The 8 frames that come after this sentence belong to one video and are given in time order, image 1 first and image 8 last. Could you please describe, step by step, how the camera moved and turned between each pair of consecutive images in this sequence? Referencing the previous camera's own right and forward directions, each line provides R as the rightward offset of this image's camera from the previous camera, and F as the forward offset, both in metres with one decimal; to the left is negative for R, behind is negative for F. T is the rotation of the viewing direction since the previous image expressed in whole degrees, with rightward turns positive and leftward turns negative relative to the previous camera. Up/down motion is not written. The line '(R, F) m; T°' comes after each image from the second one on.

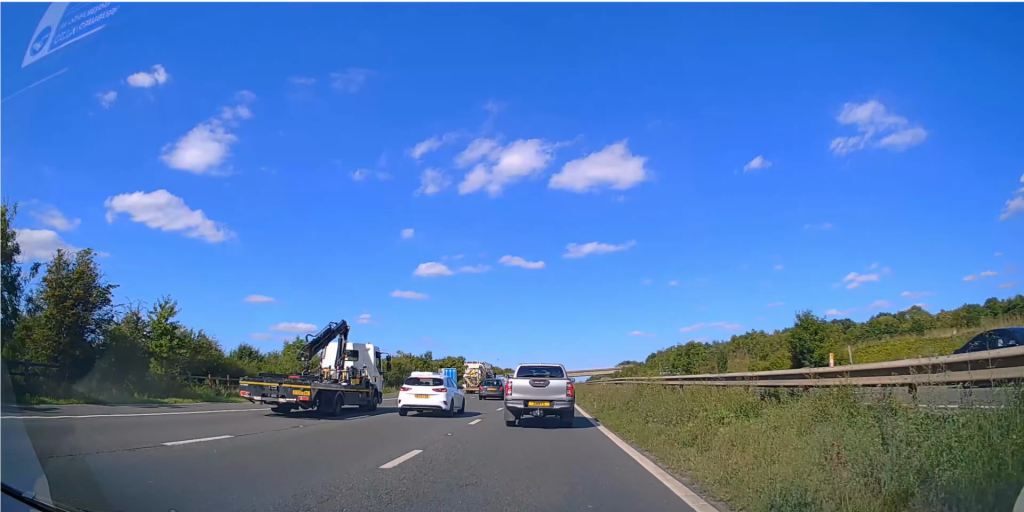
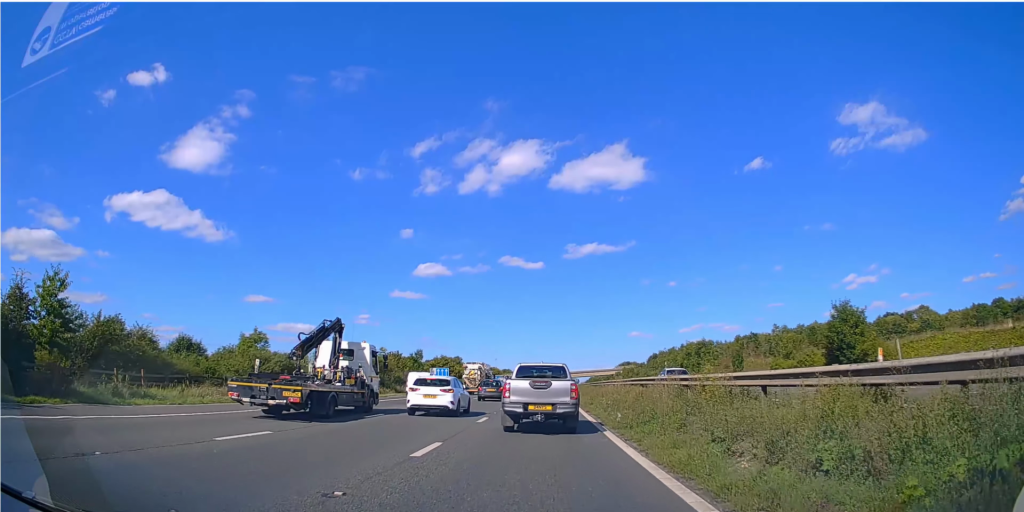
(-0.1, +7.2) m; +1°
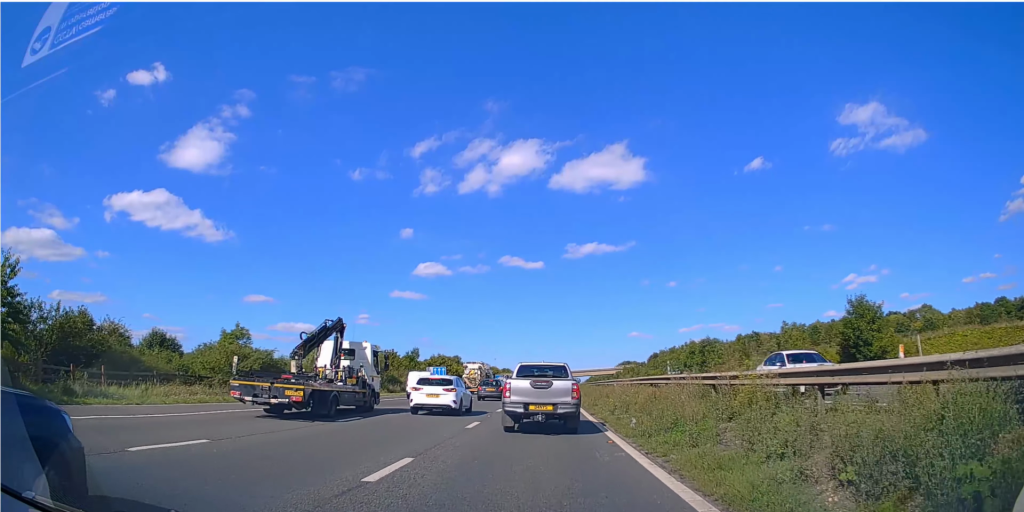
(0.0, +2.2) m; +1°
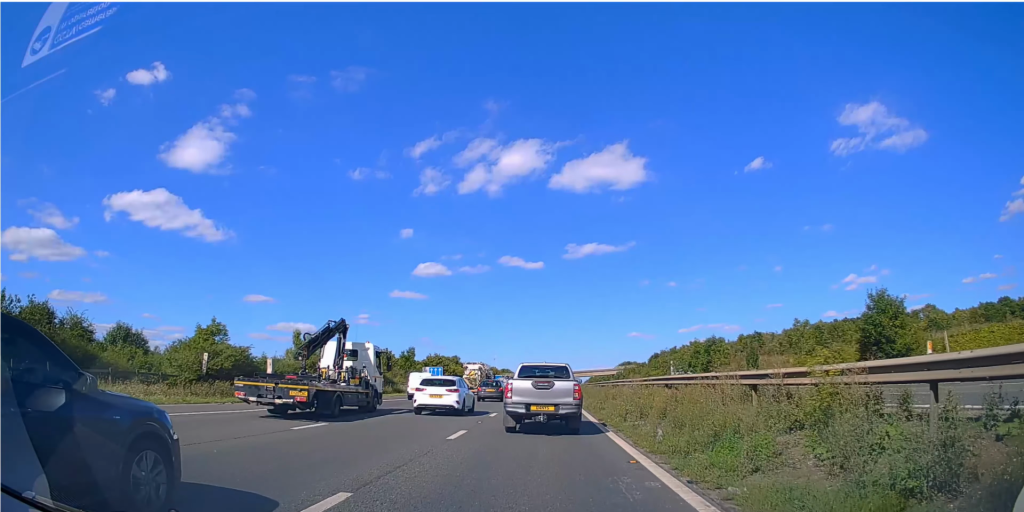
(+0.1, +2.3) m; 0°
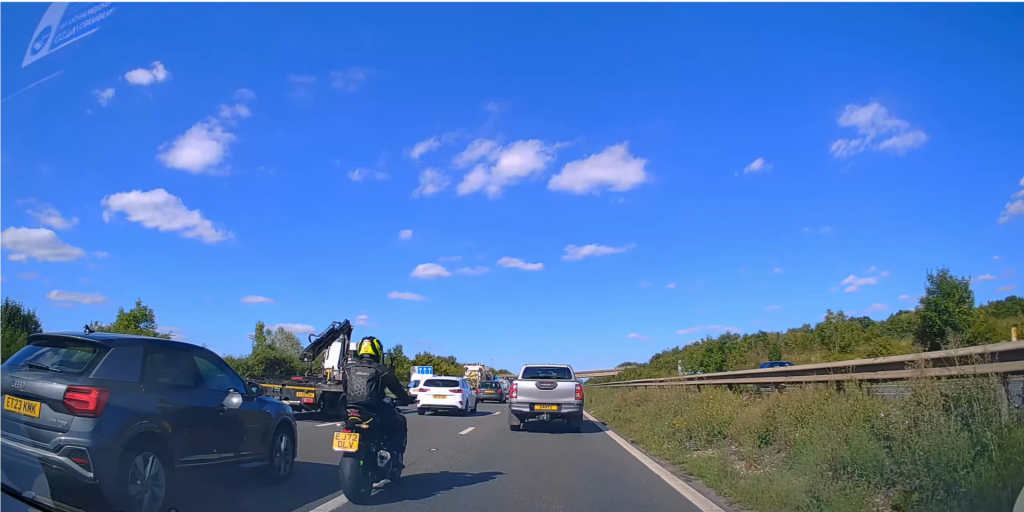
(-0.2, +7.3) m; -2°
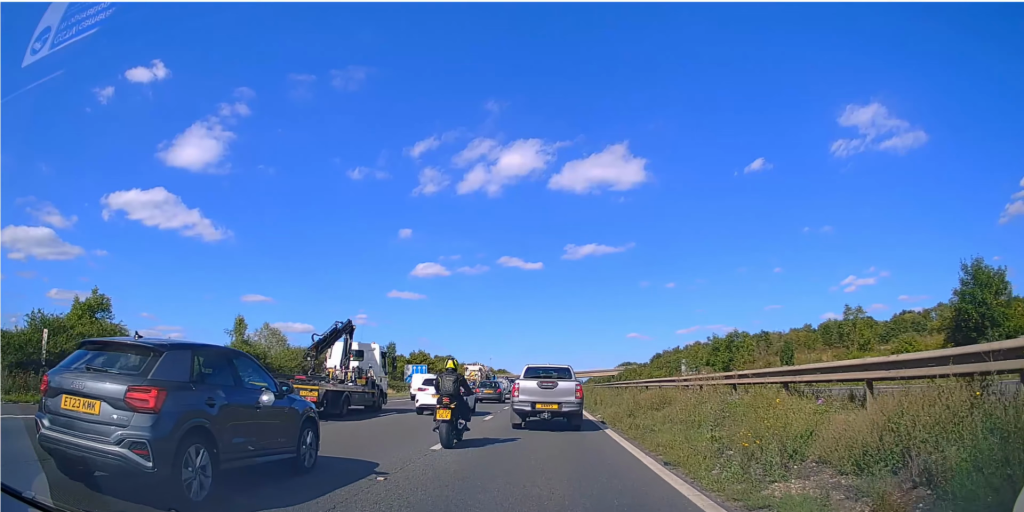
(0.0, +3.7) m; +1°
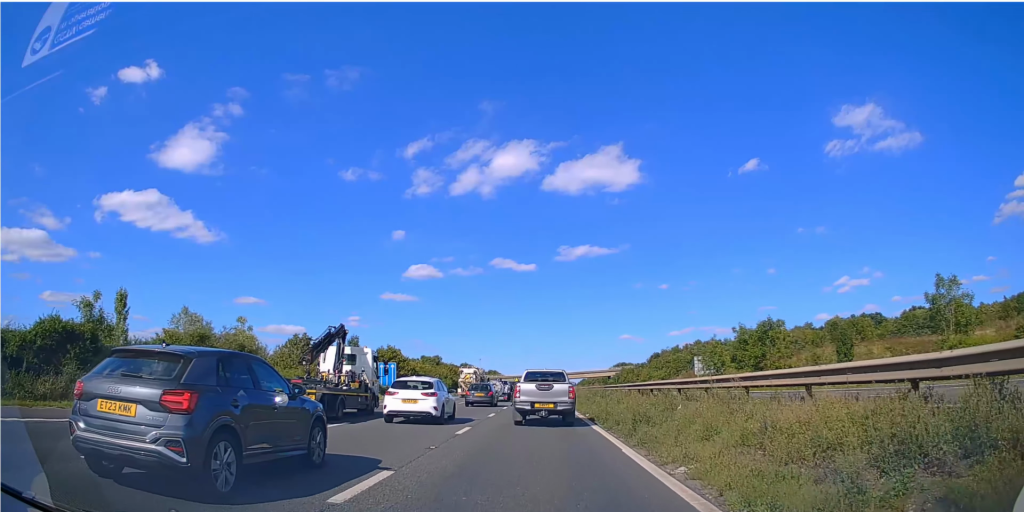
(+0.4, +14.0) m; +2°
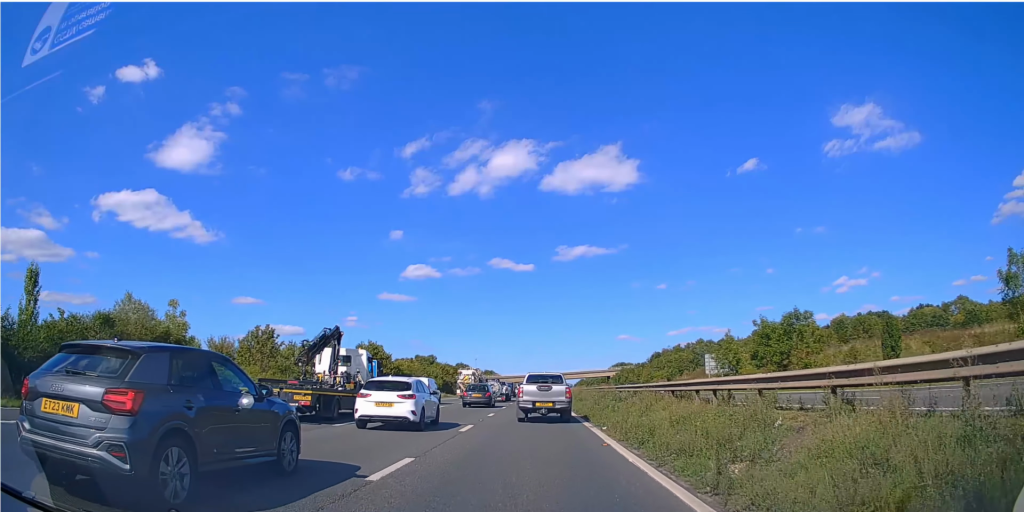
(0.0, +7.6) m; 0°
